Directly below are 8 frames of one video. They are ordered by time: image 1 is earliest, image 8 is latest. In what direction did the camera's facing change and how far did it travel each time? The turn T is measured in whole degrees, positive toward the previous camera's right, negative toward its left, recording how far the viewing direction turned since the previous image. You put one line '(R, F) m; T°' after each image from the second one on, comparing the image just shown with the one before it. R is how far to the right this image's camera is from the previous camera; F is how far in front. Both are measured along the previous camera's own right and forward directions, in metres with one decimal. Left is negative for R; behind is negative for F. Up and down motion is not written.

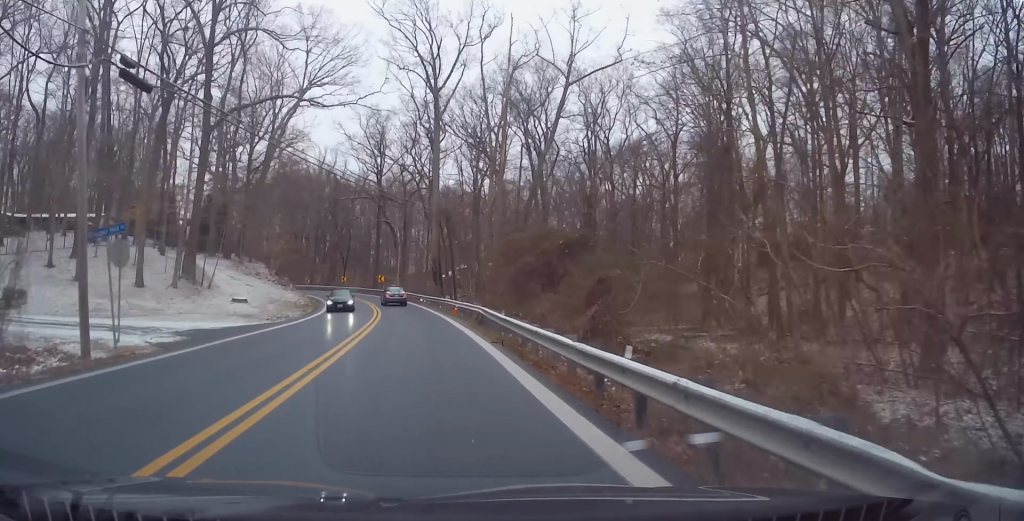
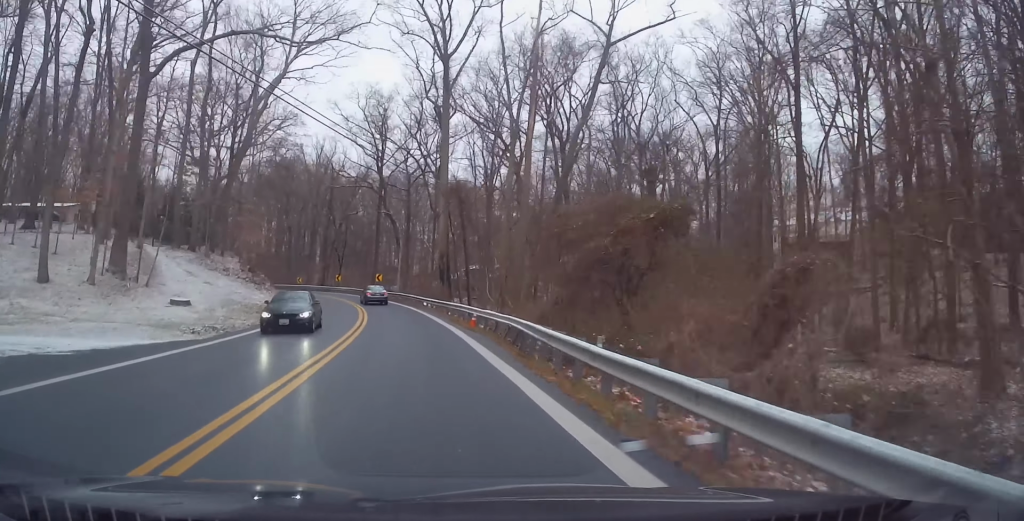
(0.0, +10.9) m; -2°
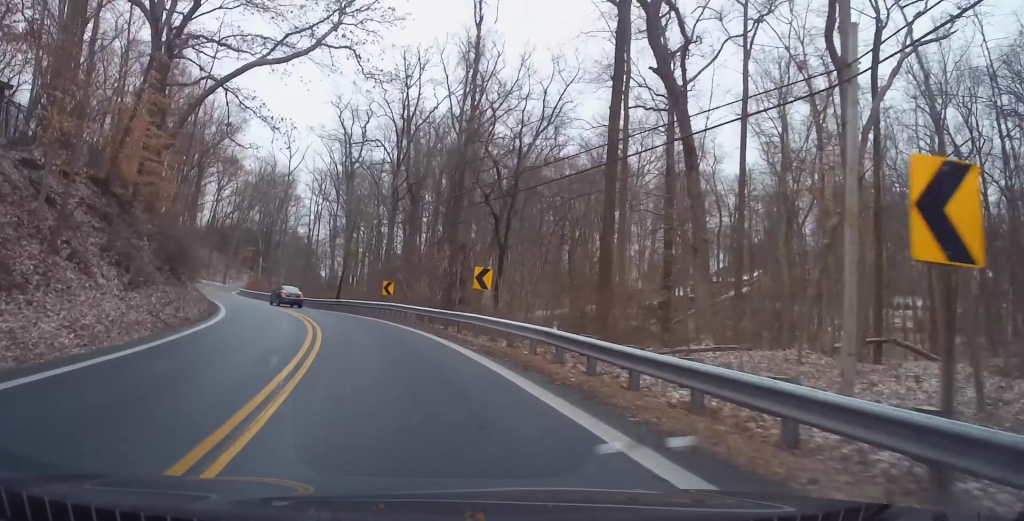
(-7.2, +59.6) m; -18°
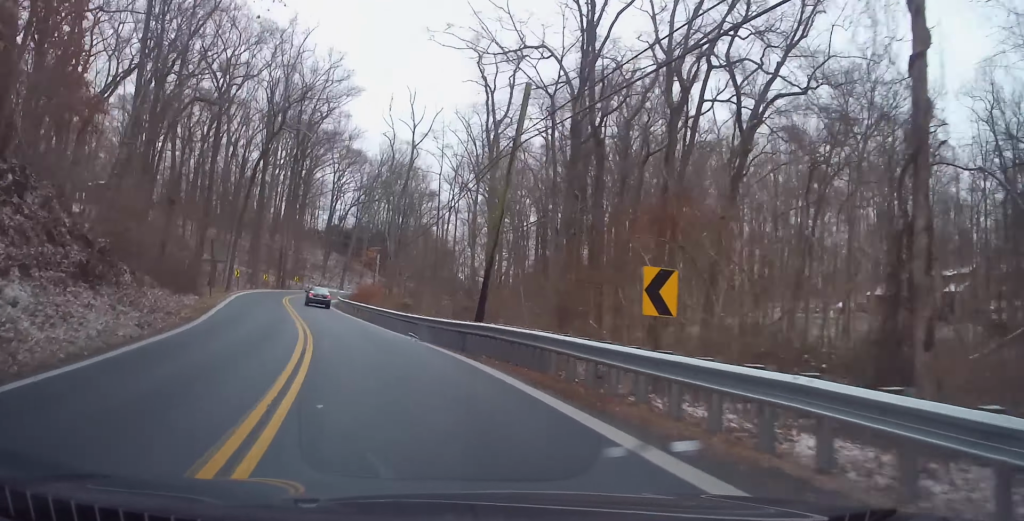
(-2.5, +24.9) m; -11°
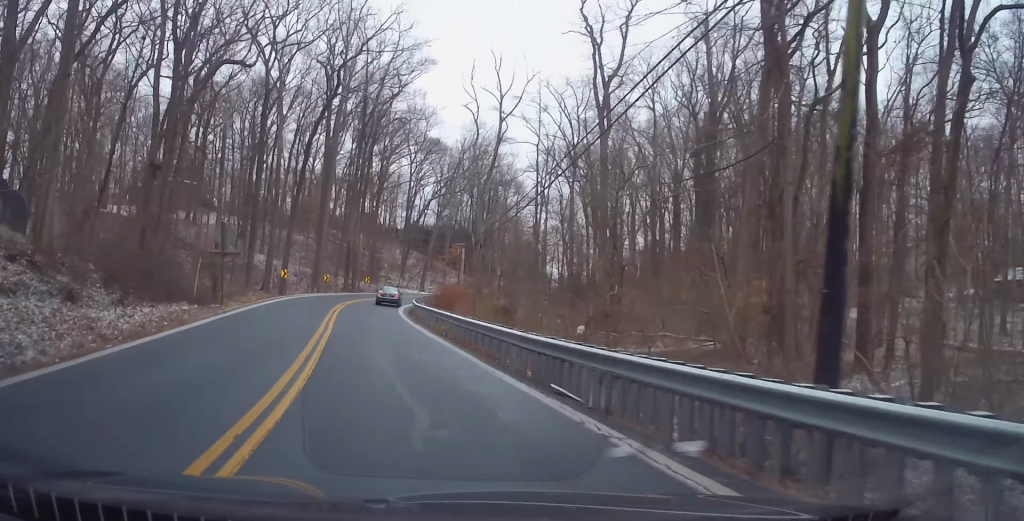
(-1.2, +12.8) m; -3°
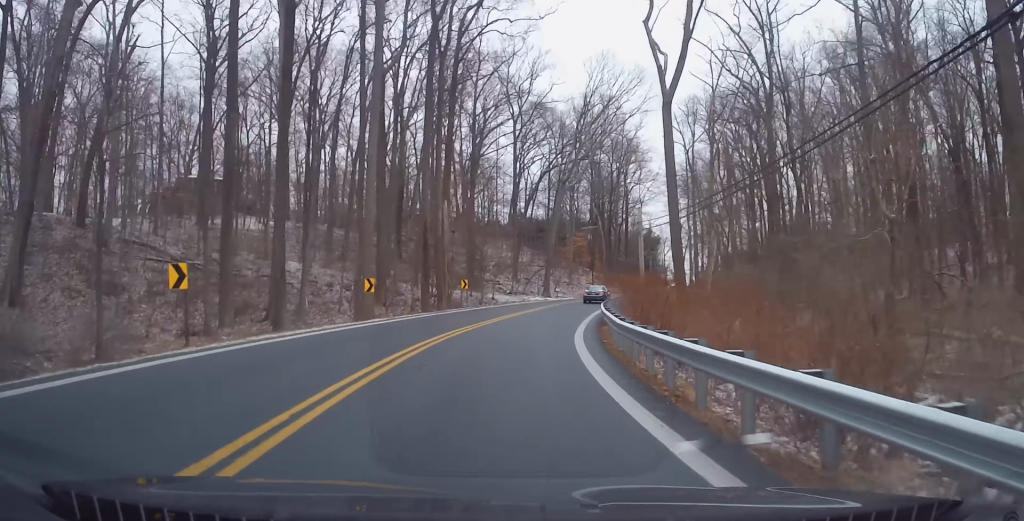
(-1.6, +33.8) m; 0°
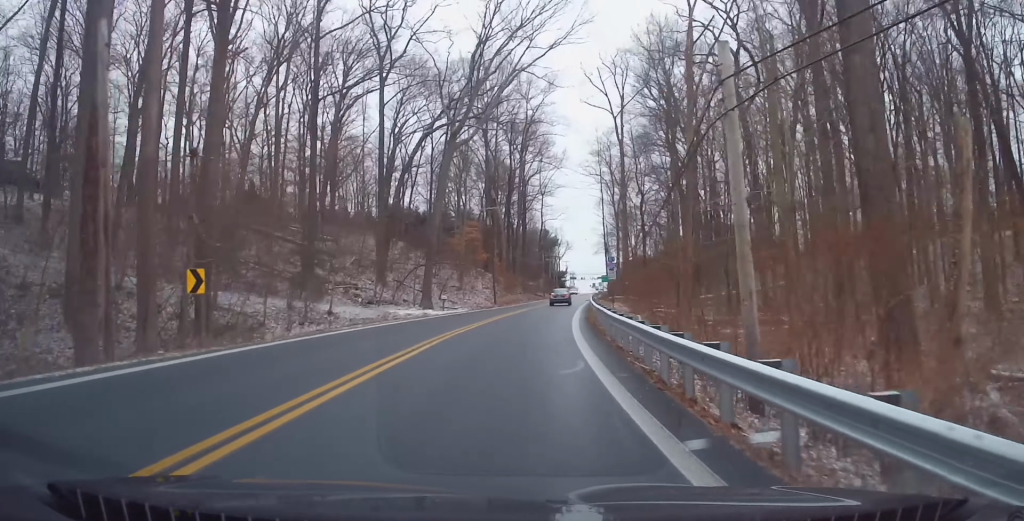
(+1.5, +27.3) m; +5°
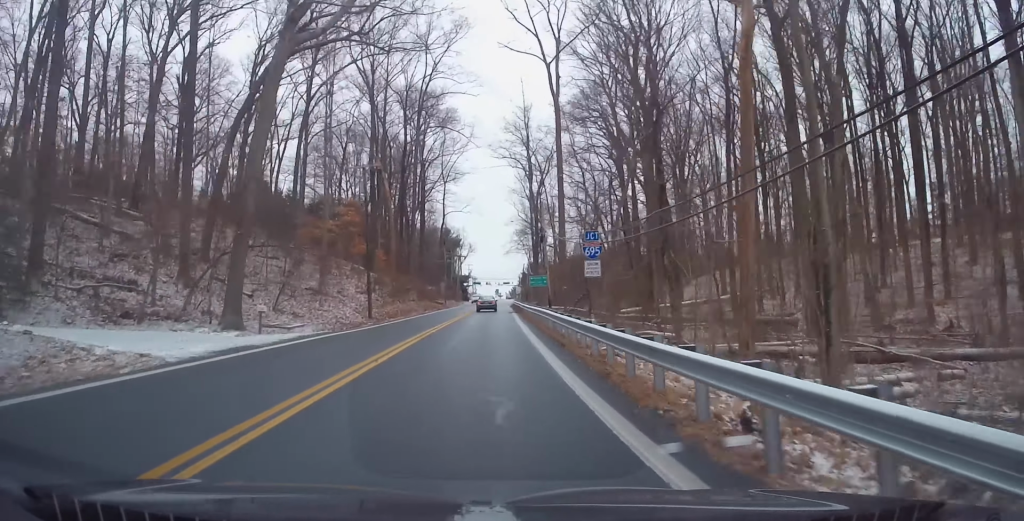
(+0.5, +24.6) m; +3°
